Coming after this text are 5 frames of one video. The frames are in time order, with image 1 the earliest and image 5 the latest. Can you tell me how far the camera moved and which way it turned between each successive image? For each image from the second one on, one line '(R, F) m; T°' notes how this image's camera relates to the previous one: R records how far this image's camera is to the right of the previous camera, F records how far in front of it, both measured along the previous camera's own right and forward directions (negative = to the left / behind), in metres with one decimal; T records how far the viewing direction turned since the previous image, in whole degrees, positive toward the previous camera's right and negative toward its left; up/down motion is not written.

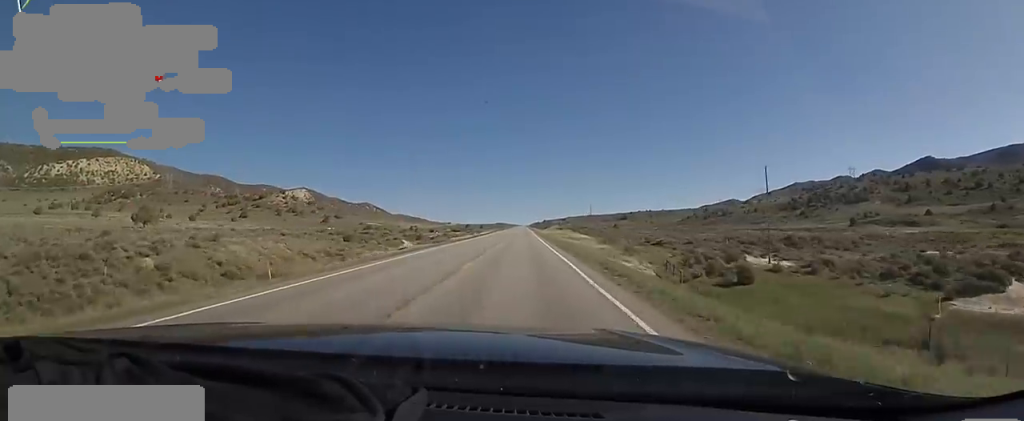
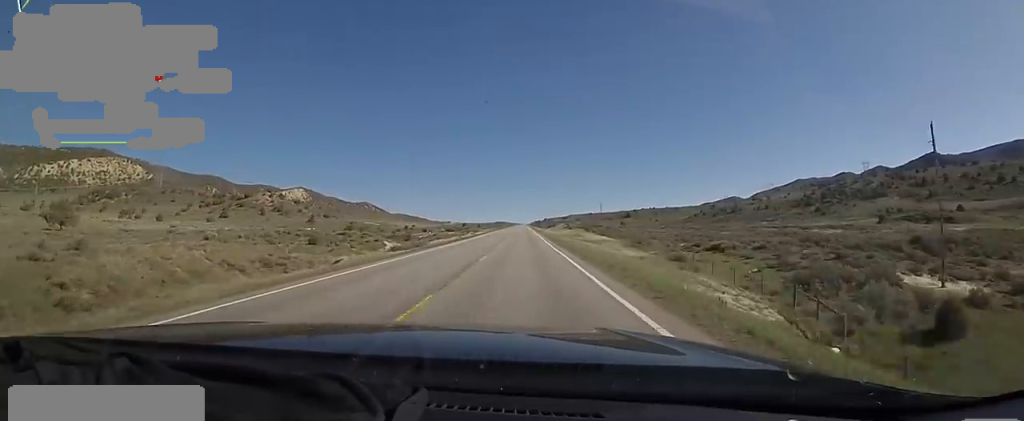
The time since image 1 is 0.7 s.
(-0.1, +20.8) m; 0°
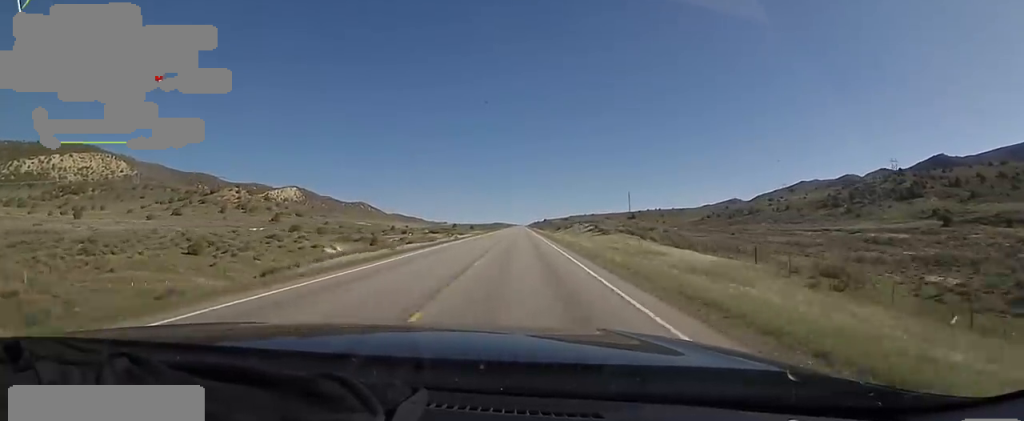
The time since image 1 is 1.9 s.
(0.0, +39.6) m; 0°
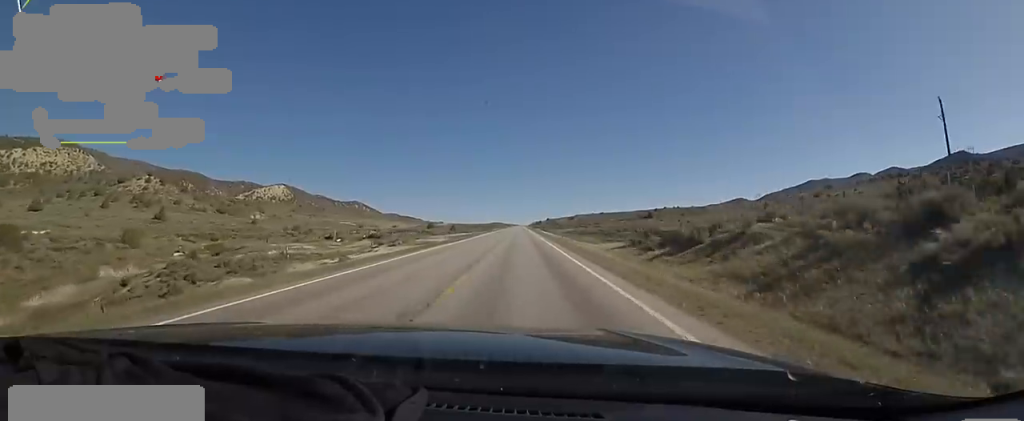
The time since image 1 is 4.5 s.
(+2.4, +81.0) m; +1°
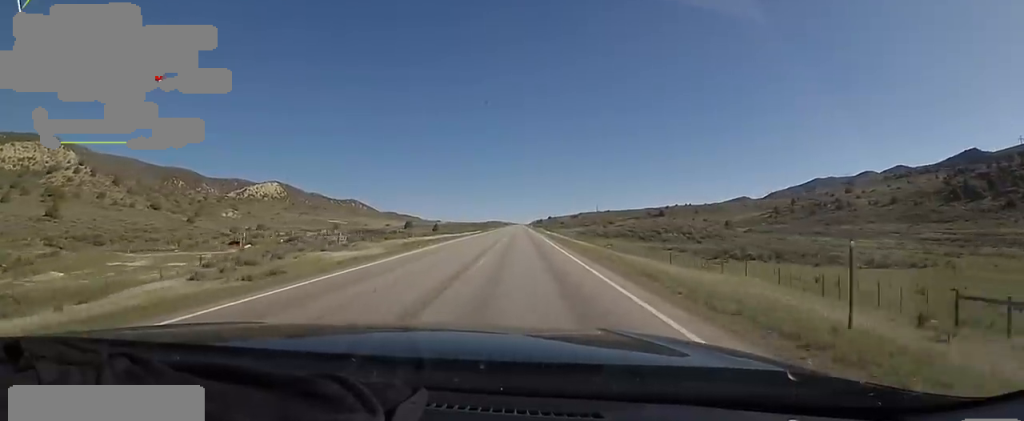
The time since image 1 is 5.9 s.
(-1.0, +43.6) m; 0°
